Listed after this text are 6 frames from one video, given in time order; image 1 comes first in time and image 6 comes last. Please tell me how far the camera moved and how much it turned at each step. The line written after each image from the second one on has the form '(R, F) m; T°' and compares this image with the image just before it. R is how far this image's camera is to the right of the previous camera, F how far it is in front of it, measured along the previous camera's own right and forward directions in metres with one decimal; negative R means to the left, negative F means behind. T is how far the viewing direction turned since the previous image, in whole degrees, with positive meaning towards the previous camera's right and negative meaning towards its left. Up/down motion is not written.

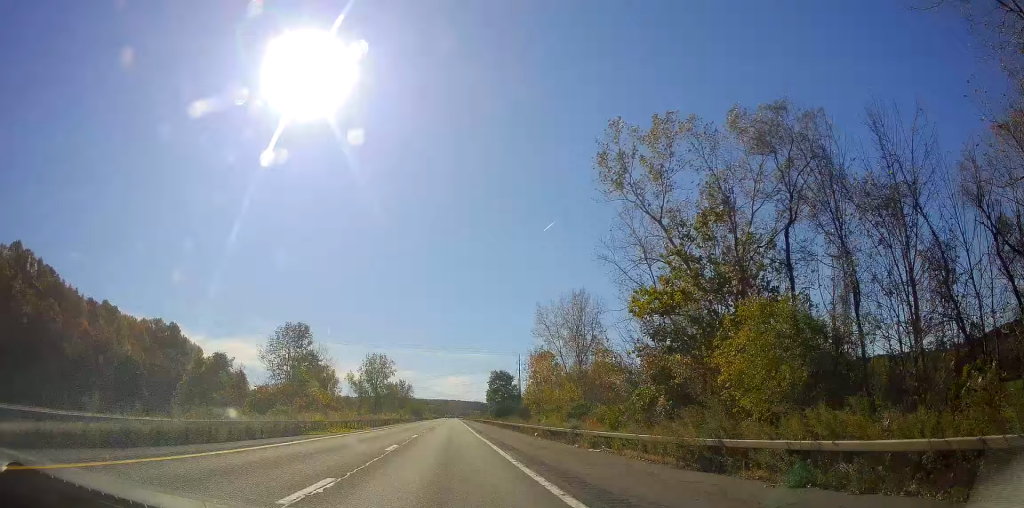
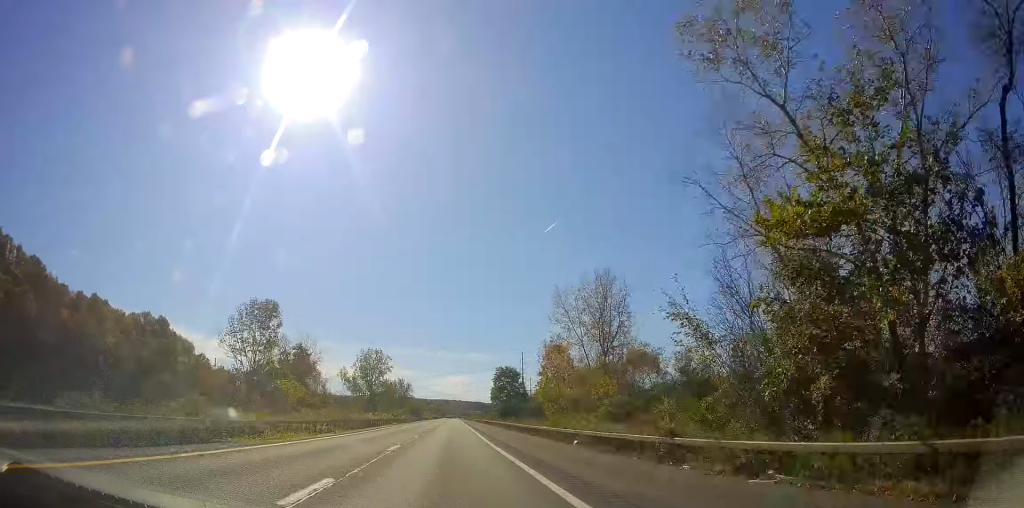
(-0.3, +12.5) m; 0°
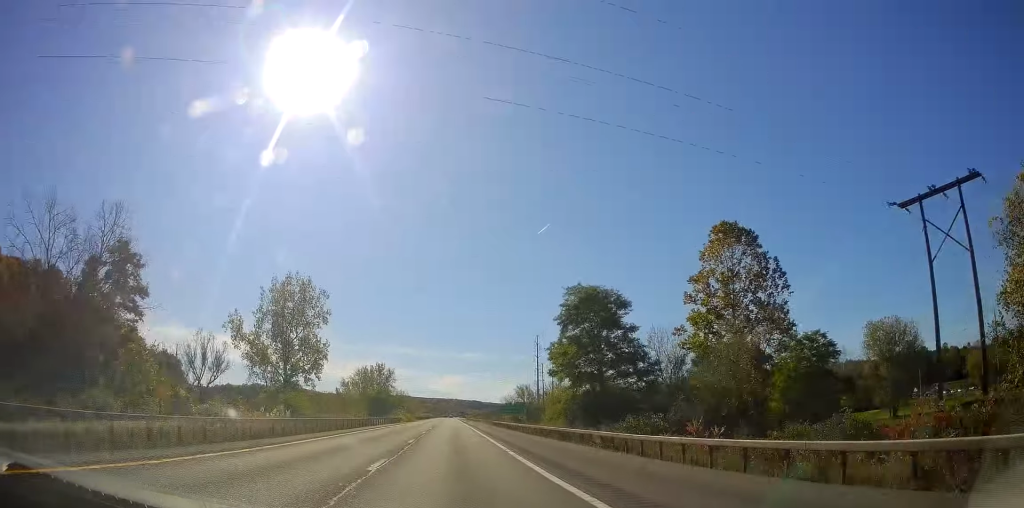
(+0.3, +80.1) m; 0°
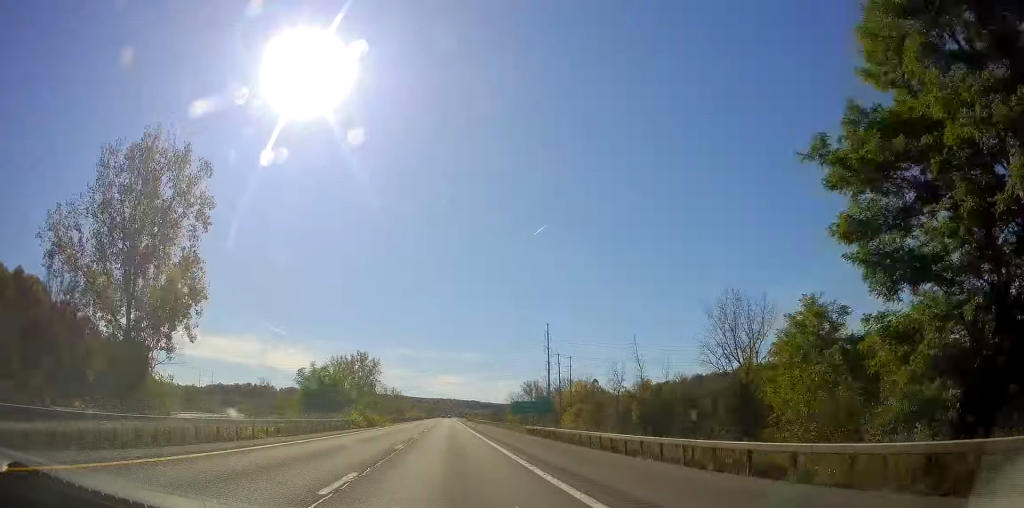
(+0.6, +40.7) m; +2°
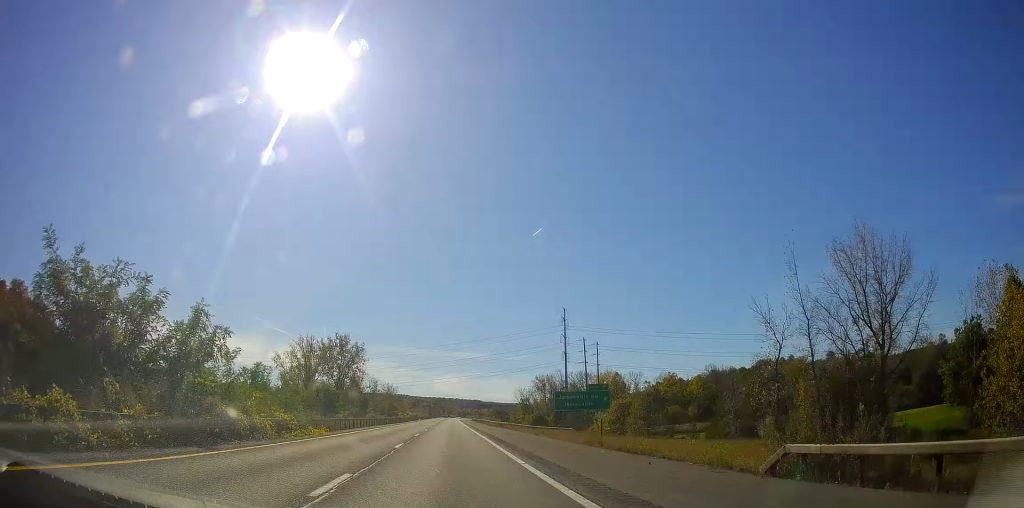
(-0.3, +36.7) m; -1°
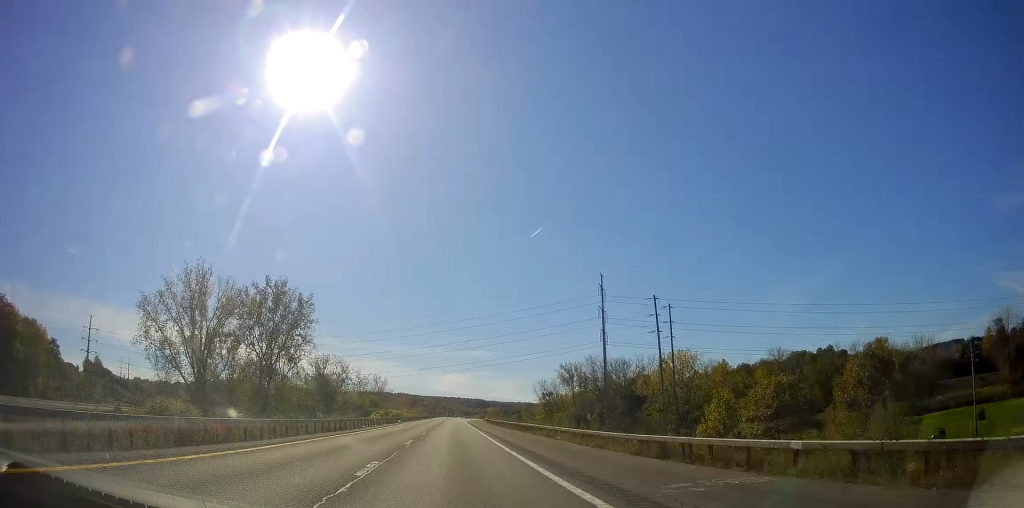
(0.0, +58.4) m; 0°
